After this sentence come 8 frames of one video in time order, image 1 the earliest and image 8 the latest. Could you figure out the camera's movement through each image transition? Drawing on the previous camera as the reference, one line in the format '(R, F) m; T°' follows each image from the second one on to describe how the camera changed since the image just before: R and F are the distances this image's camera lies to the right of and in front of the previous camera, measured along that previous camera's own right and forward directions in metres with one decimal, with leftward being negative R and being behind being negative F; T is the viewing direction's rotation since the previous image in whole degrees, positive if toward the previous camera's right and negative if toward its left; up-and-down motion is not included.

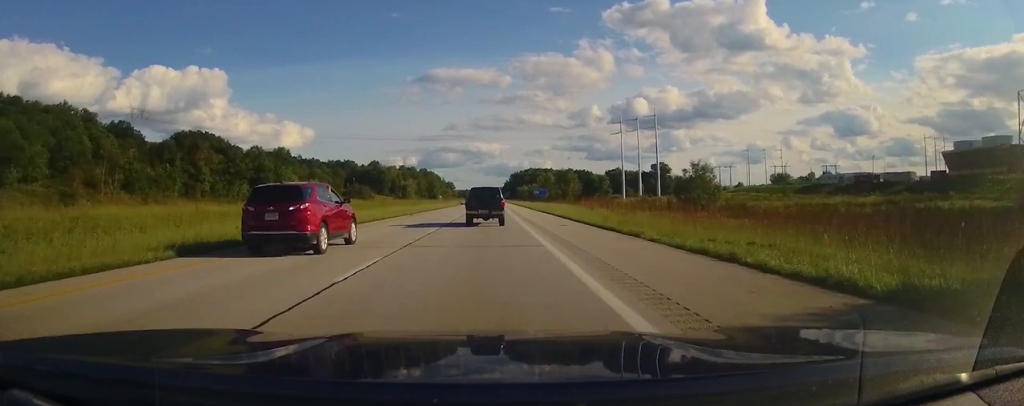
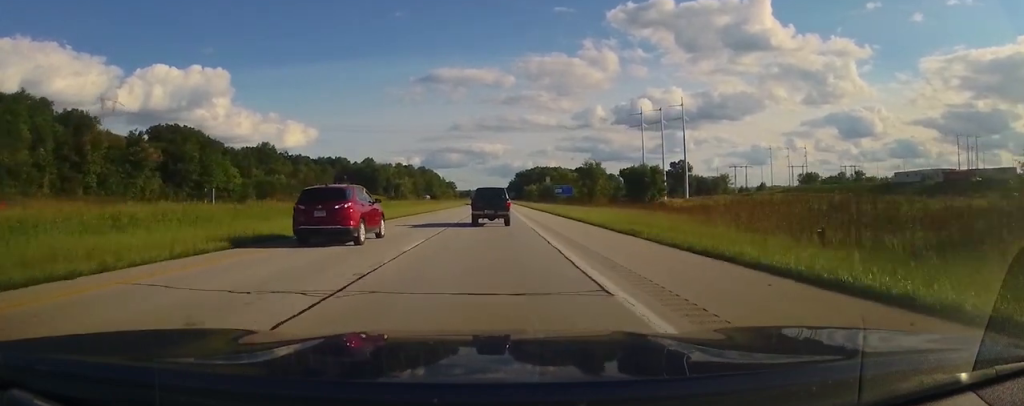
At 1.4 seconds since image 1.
(-0.2, +44.1) m; -1°
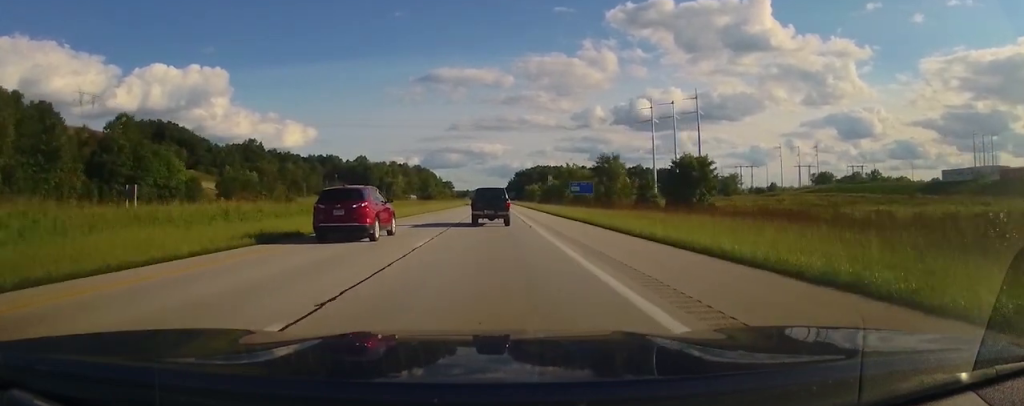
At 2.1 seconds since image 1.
(-0.1, +23.7) m; 0°
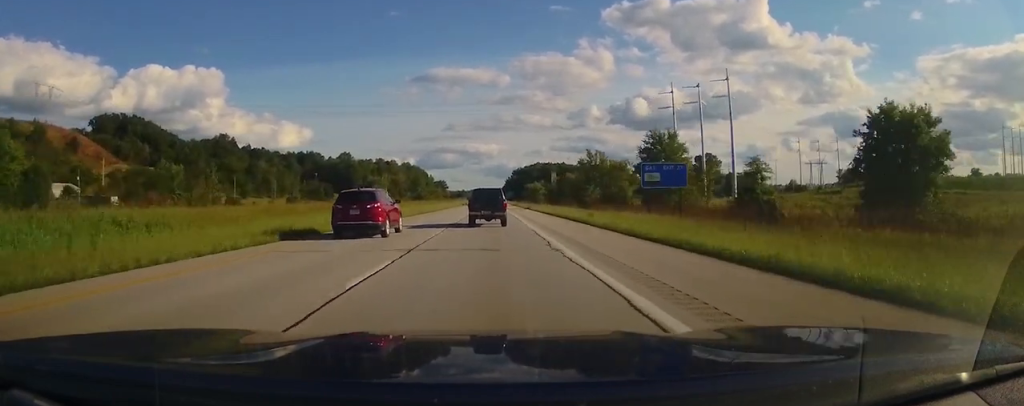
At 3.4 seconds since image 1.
(0.0, +43.0) m; 0°
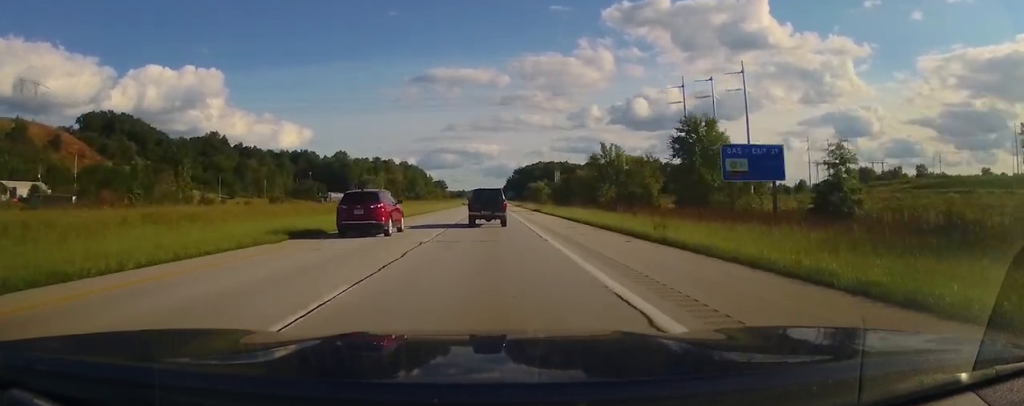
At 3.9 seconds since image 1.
(-0.1, +15.1) m; 0°
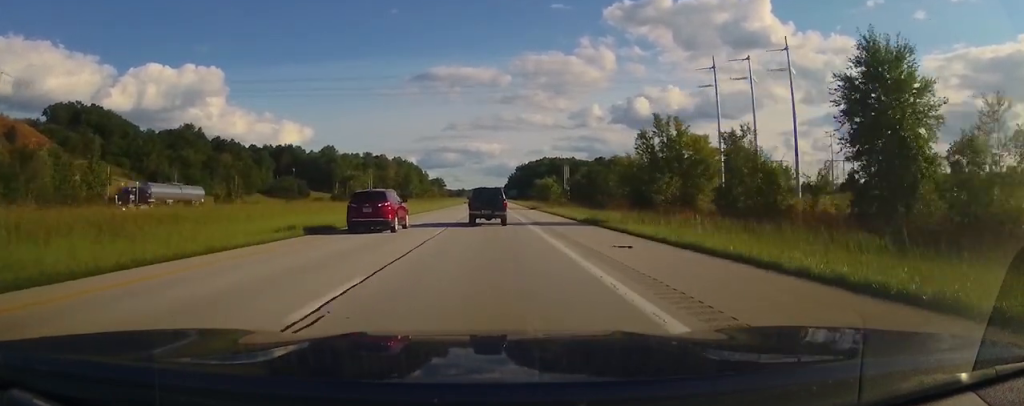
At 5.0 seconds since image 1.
(+0.5, +35.7) m; +1°
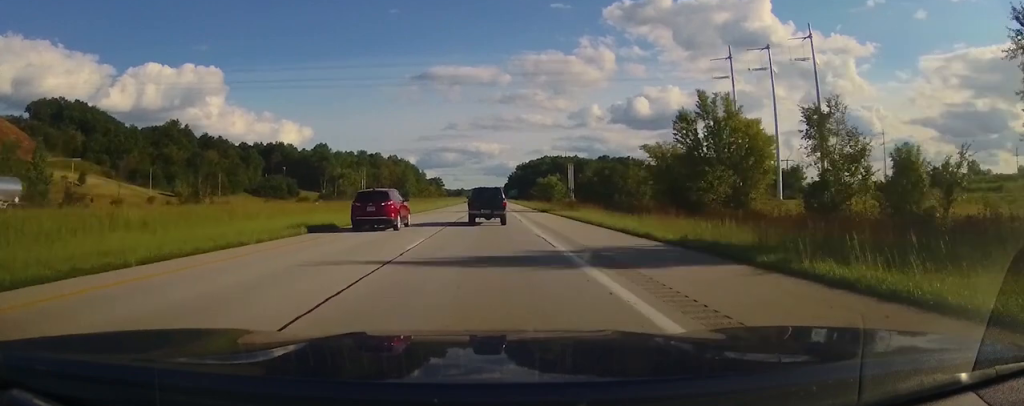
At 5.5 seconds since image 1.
(0.0, +16.3) m; 0°
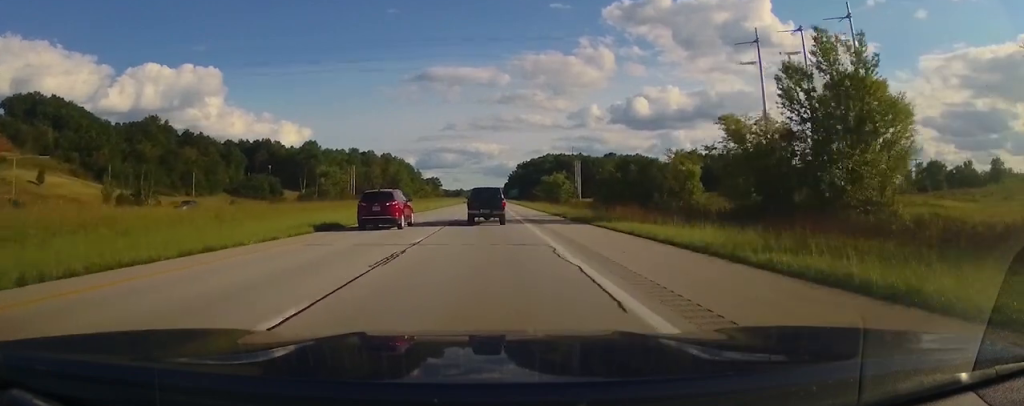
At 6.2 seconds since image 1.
(0.0, +22.7) m; 0°
